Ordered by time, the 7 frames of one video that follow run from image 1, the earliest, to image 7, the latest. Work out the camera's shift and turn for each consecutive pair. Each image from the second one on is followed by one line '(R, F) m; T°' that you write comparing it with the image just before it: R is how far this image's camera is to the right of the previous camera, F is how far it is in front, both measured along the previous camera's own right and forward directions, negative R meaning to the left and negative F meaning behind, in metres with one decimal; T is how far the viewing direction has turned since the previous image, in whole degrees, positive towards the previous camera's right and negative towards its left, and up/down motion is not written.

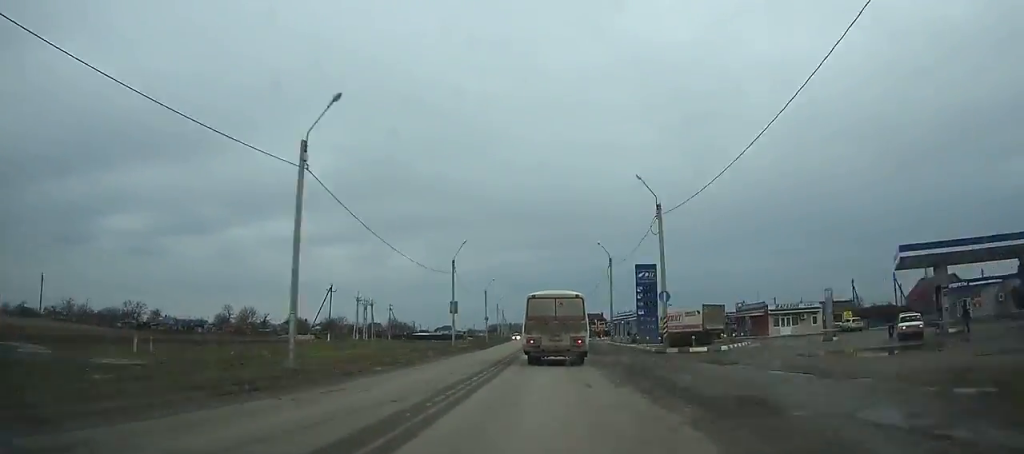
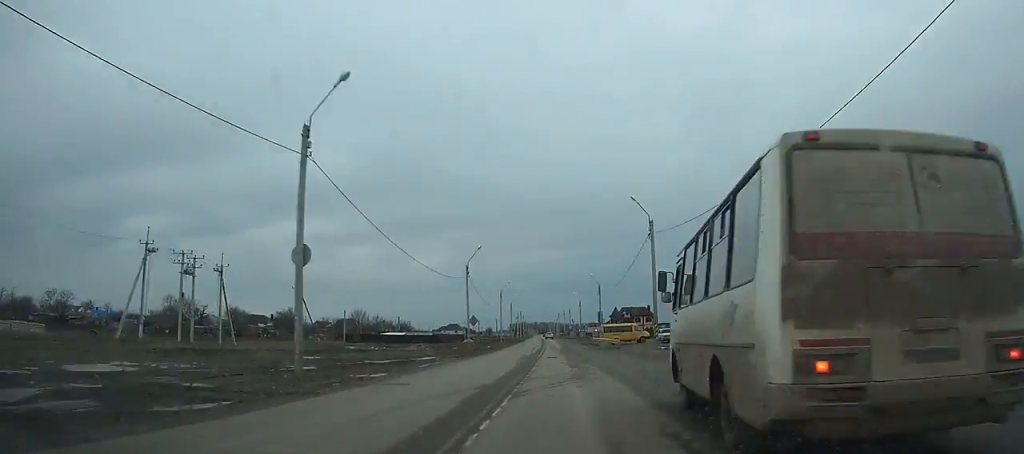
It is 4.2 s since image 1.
(-1.0, +70.3) m; -2°
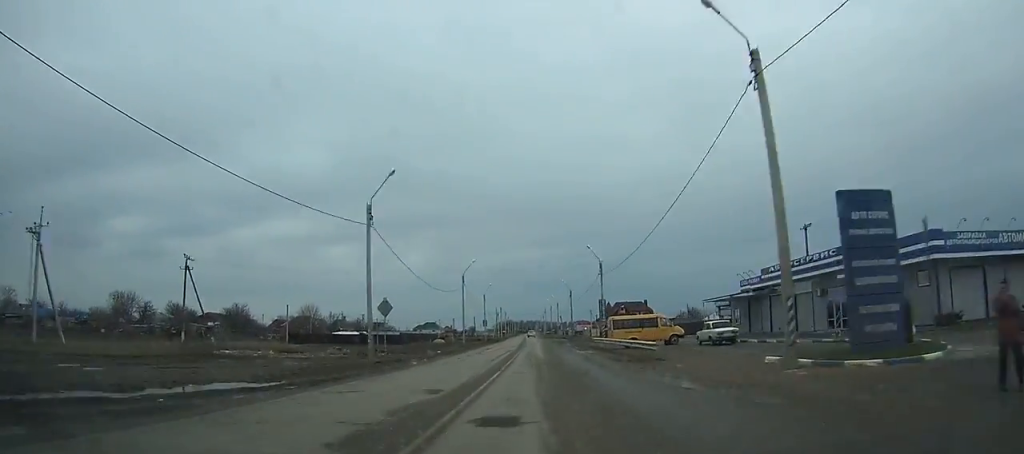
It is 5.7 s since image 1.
(-0.2, +26.0) m; -1°
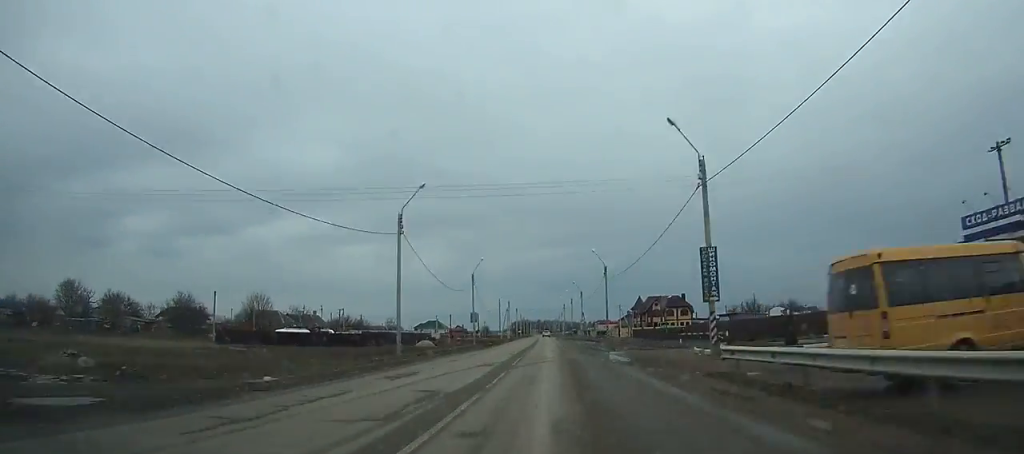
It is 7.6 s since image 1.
(0.0, +33.4) m; -1°
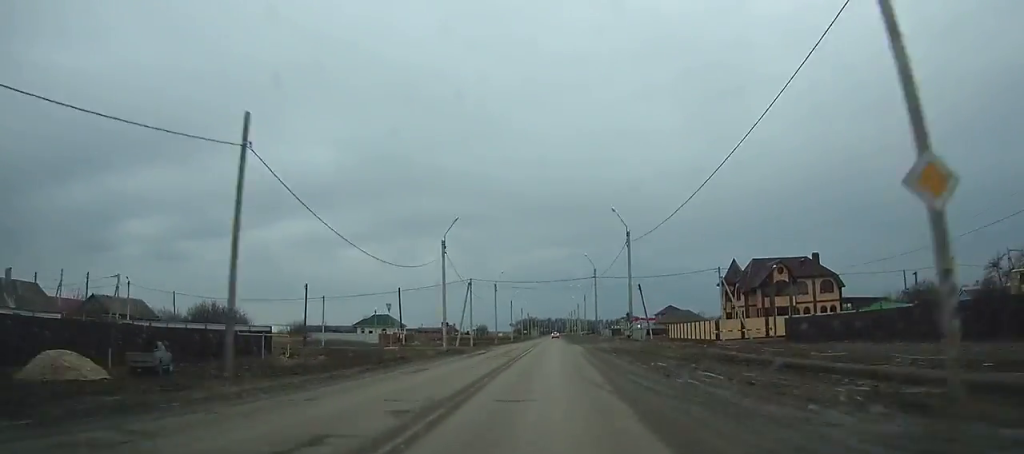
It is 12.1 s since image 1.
(-1.3, +85.6) m; -1°
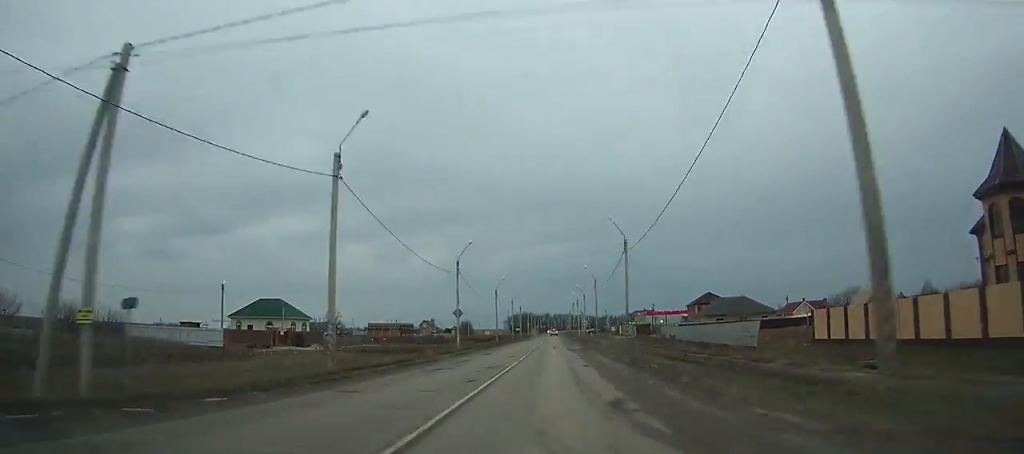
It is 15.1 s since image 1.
(+0.1, +60.2) m; 0°
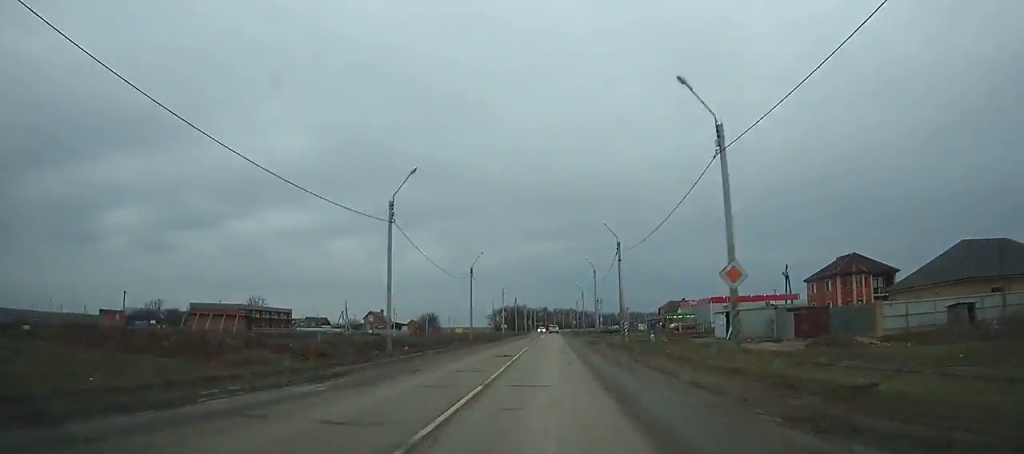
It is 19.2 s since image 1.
(+0.2, +84.3) m; 0°
